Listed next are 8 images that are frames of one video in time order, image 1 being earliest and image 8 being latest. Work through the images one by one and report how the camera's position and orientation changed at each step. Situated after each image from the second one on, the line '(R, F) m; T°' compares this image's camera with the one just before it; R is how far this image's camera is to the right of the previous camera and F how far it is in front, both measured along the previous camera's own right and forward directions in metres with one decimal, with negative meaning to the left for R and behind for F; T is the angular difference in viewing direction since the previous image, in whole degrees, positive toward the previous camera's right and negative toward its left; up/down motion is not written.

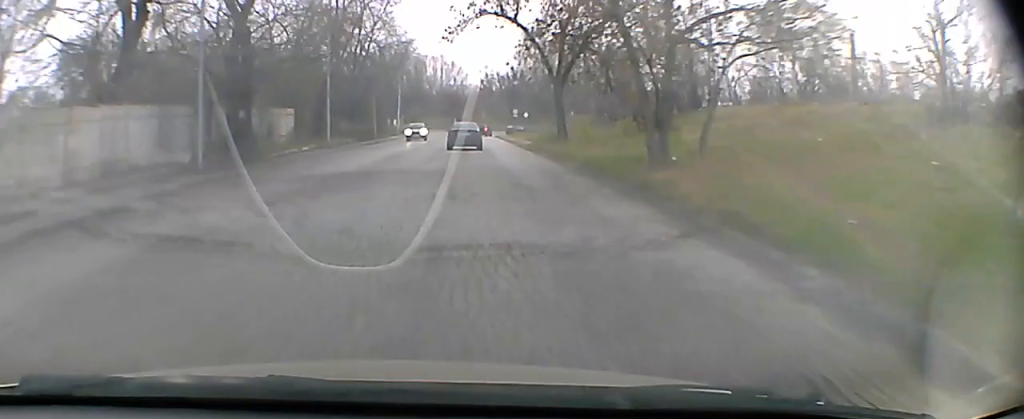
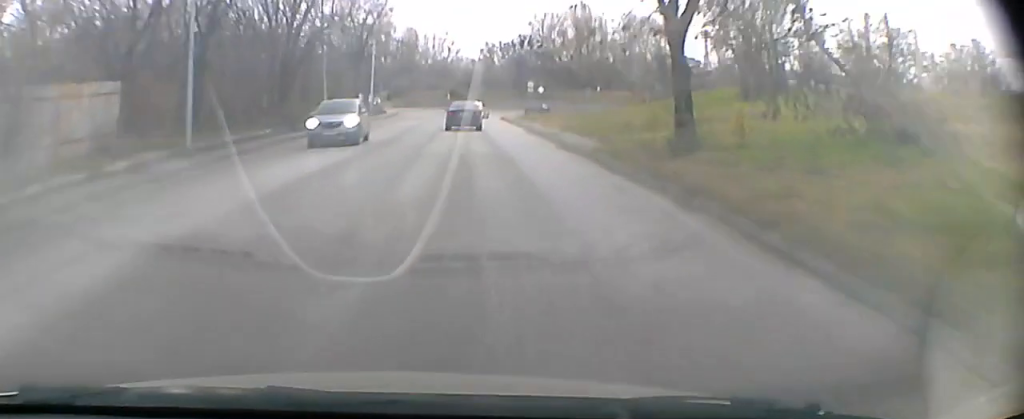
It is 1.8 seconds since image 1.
(-0.2, +23.3) m; -1°
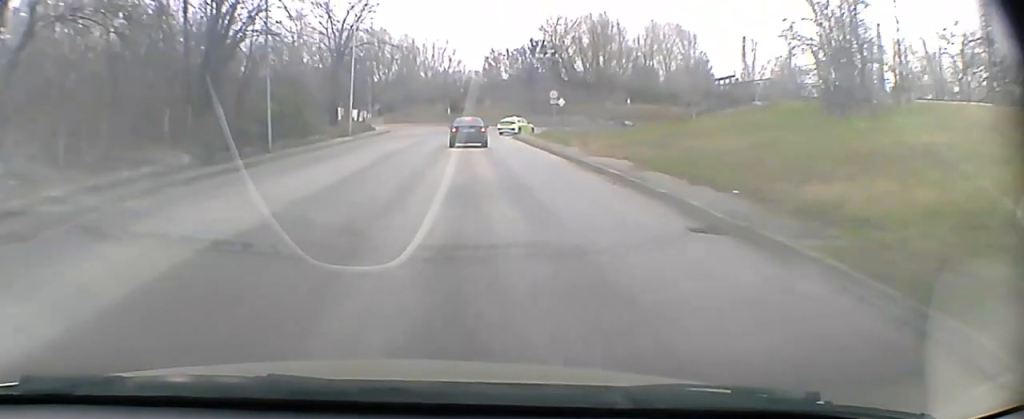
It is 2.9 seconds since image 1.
(0.0, +14.2) m; 0°
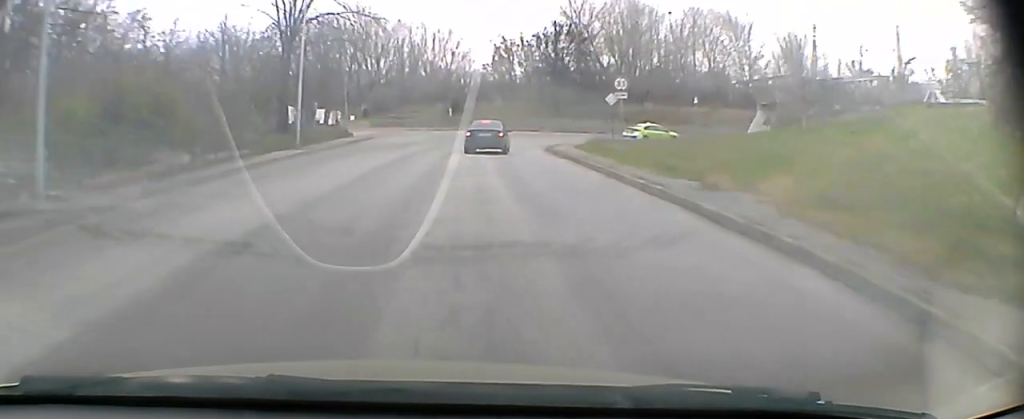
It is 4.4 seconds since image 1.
(-0.1, +19.0) m; 0°
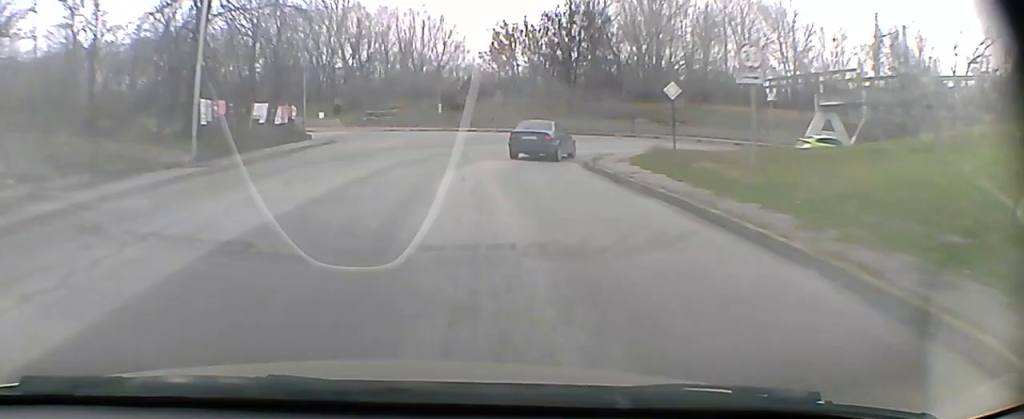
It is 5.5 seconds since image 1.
(+0.1, +13.7) m; +2°
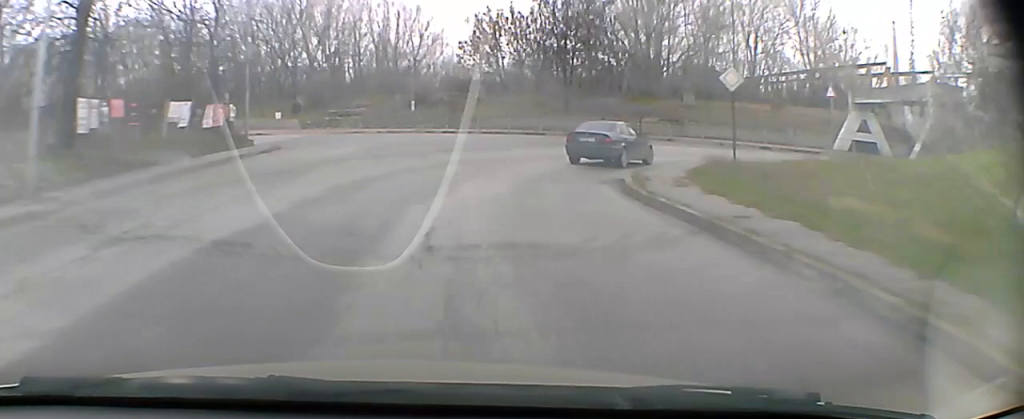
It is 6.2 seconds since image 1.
(+0.2, +8.5) m; +4°
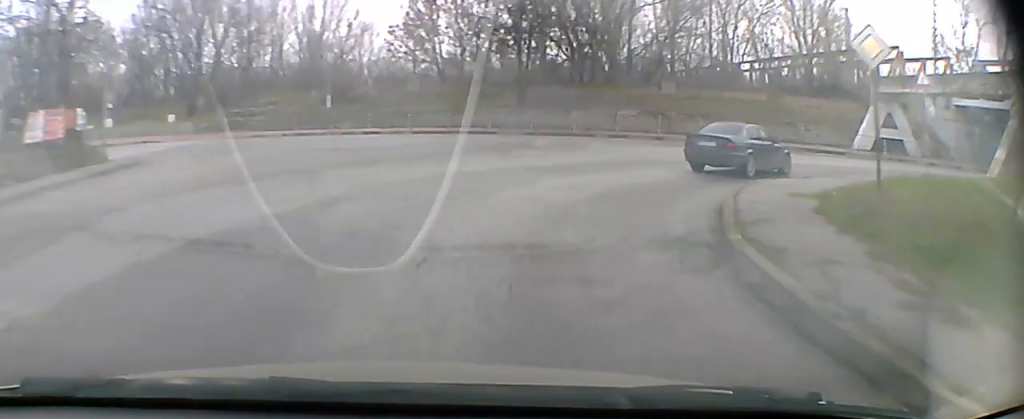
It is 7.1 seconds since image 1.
(+0.5, +10.4) m; +10°
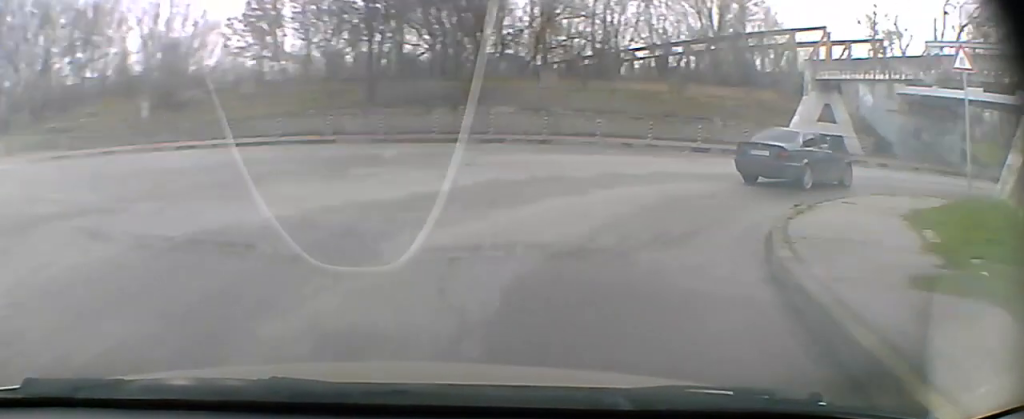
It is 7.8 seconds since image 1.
(+0.4, +7.7) m; +13°
